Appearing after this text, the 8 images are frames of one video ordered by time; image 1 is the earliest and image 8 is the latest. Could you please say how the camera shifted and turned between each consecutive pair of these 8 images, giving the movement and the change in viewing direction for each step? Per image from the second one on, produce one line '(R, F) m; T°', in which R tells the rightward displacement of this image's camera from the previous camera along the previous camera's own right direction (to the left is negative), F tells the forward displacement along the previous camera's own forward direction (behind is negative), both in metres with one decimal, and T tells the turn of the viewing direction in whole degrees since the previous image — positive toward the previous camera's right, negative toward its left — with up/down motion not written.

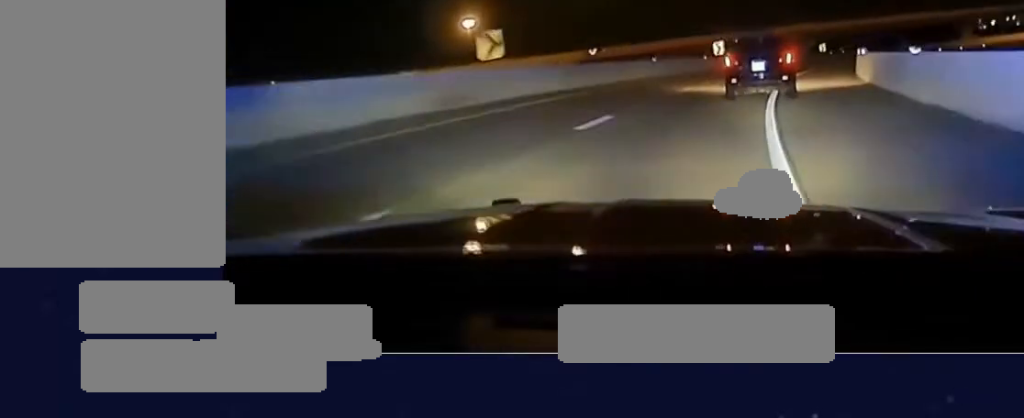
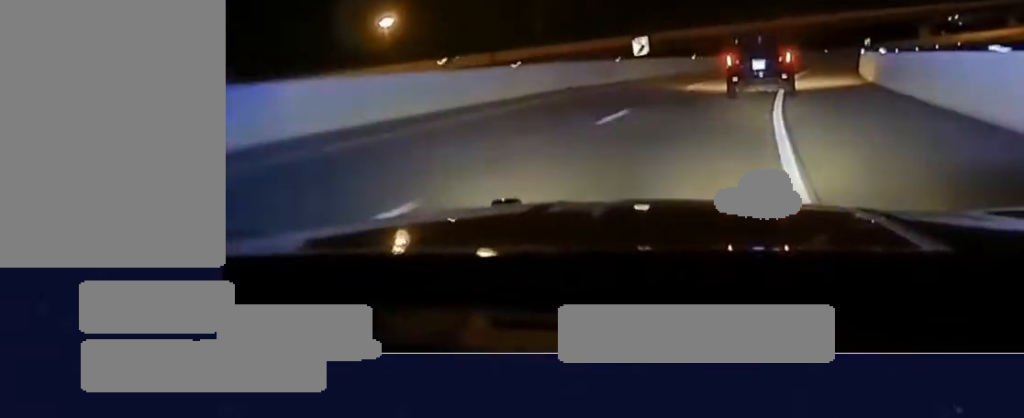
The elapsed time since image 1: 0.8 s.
(+0.8, +23.7) m; +4°
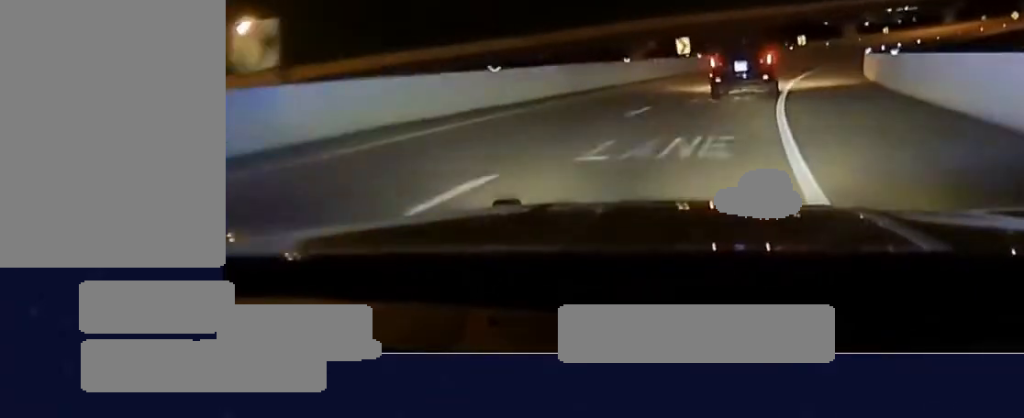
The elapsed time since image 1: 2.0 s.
(+2.2, +39.7) m; +7°
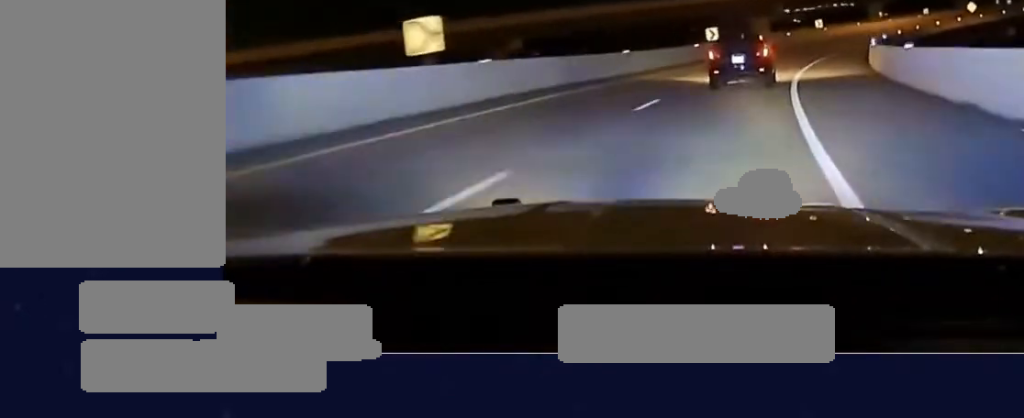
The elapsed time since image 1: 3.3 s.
(+3.5, +49.0) m; +8°
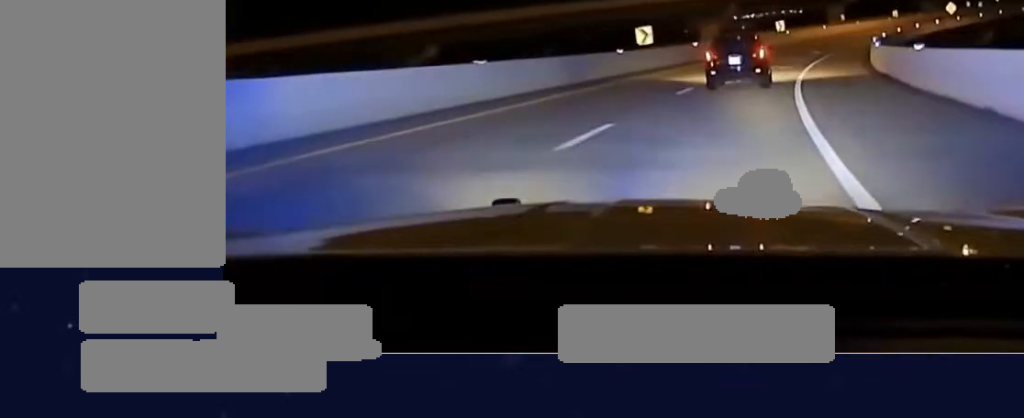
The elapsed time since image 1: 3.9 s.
(+1.1, +21.8) m; +4°
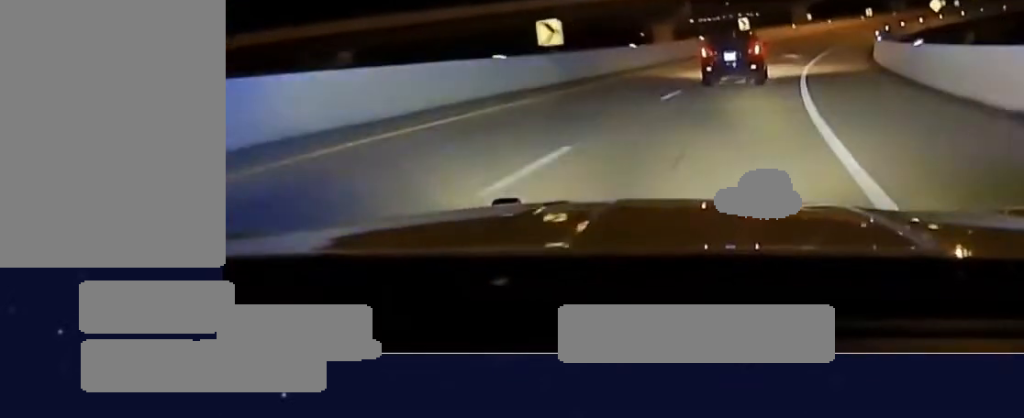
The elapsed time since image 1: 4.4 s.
(+0.5, +16.7) m; +3°
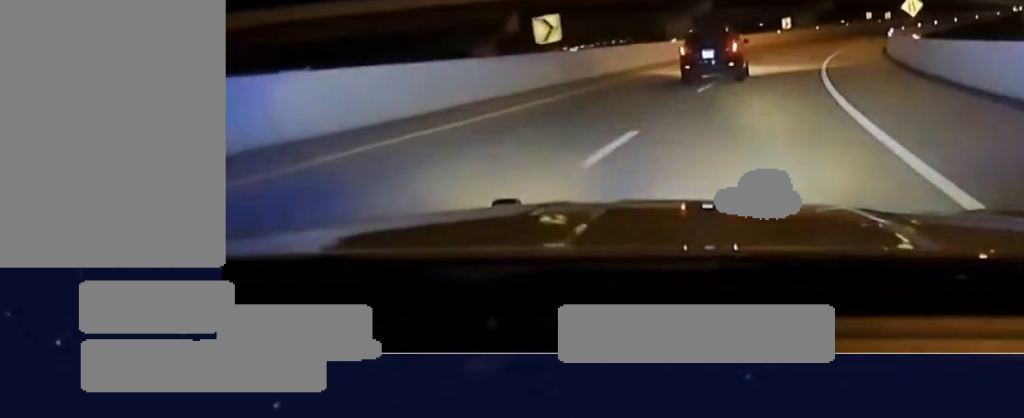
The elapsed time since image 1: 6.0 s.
(+2.7, +39.5) m; +7°
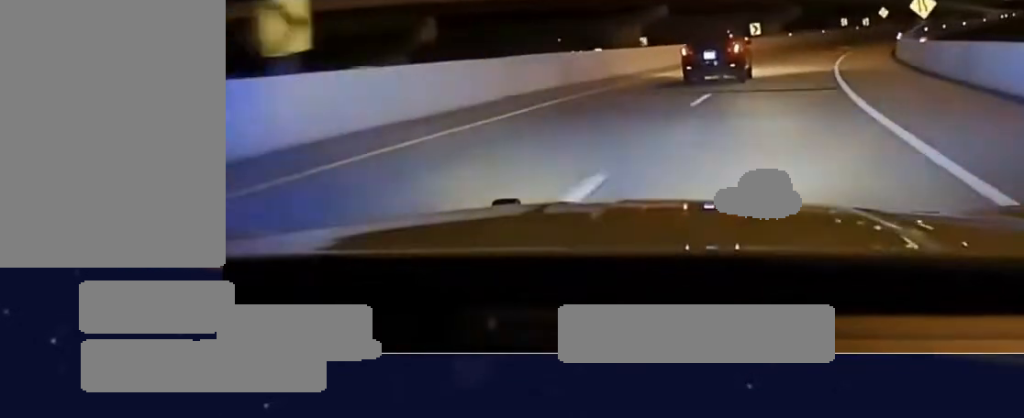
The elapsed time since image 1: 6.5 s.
(+0.3, +13.4) m; +3°
